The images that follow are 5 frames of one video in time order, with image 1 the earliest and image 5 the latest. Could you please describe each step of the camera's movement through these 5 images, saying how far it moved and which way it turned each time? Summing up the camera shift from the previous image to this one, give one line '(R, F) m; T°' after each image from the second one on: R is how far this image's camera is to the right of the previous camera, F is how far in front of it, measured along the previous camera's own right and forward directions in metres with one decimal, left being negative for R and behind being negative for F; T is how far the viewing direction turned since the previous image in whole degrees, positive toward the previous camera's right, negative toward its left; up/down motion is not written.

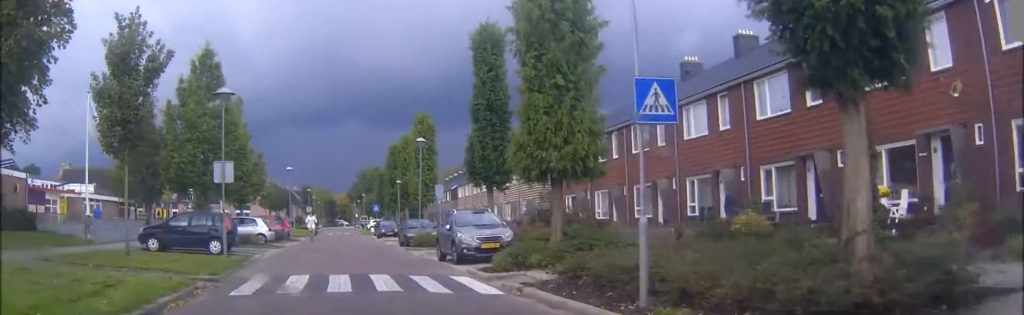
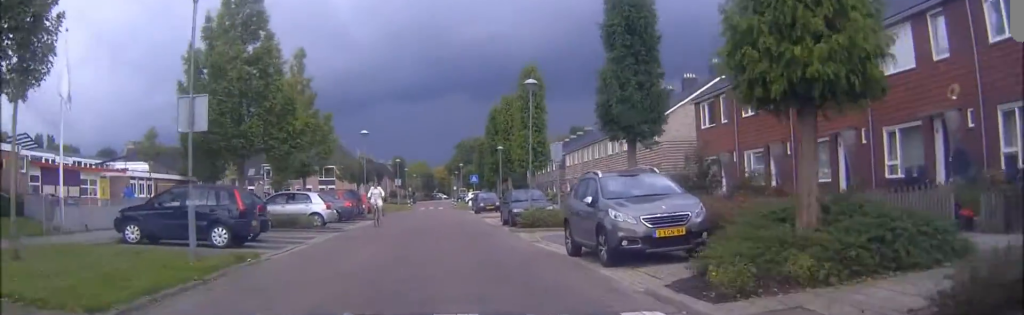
(-0.3, +8.2) m; -1°
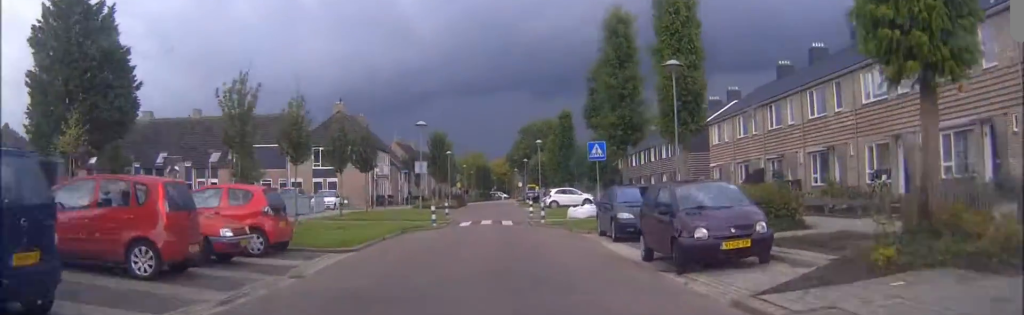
(-2.3, +33.6) m; -7°
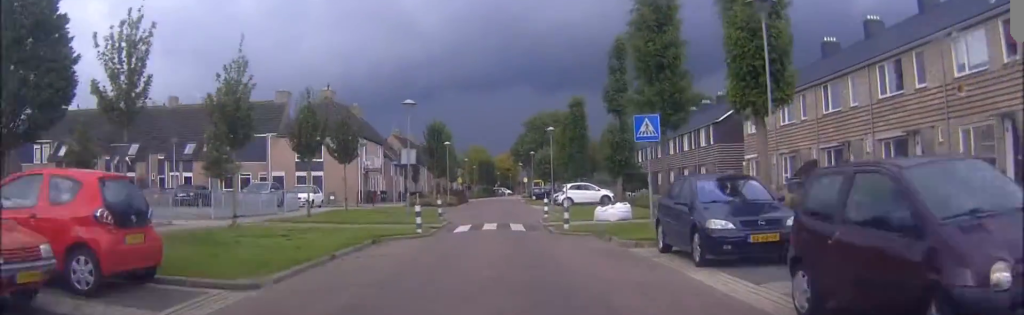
(0.0, +7.0) m; -1°
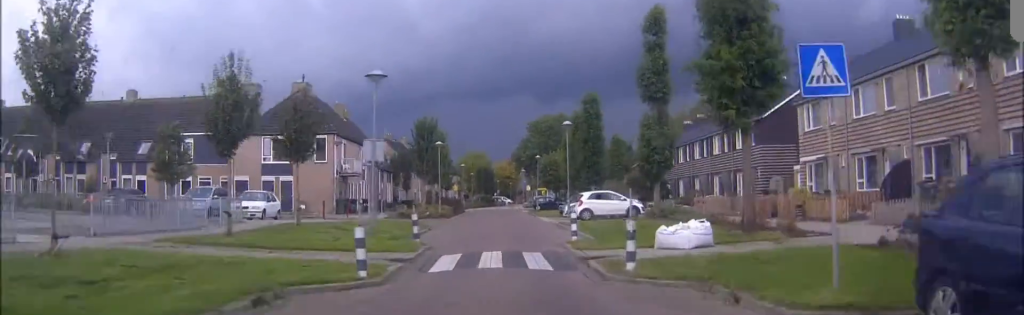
(0.0, +9.0) m; -1°
